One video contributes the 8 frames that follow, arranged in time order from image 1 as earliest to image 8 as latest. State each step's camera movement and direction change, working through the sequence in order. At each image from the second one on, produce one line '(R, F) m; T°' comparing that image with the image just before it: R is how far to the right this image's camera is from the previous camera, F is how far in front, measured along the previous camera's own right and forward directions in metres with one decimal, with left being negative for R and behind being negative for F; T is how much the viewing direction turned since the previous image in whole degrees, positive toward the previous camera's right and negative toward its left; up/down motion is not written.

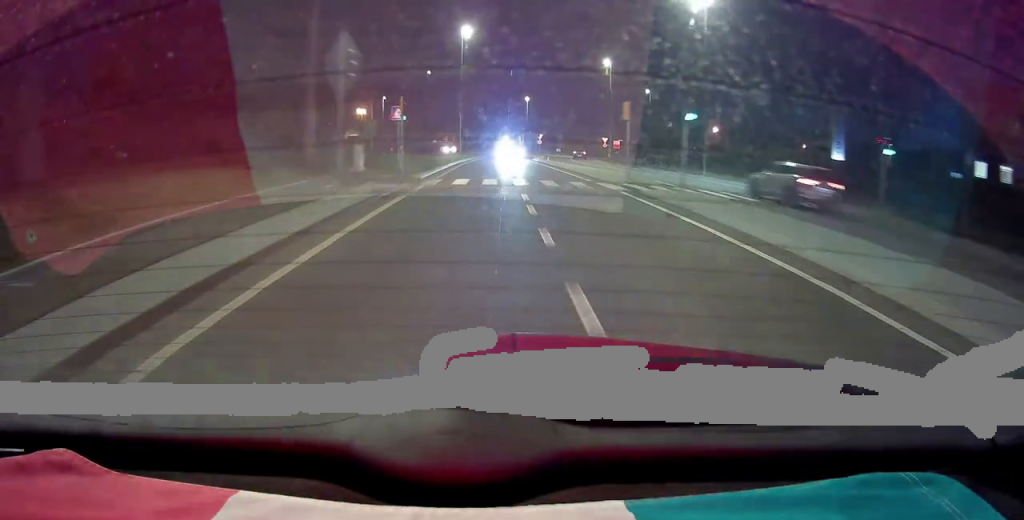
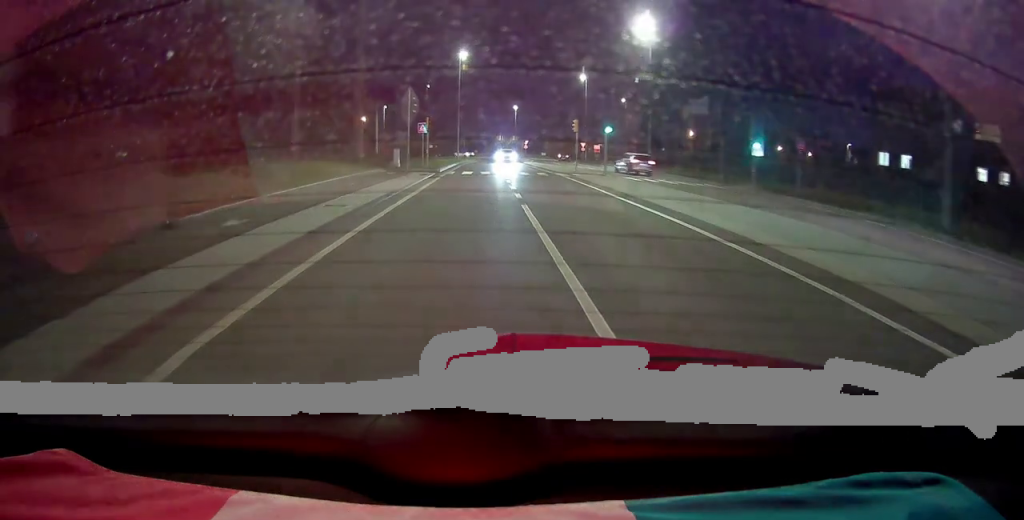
(0.0, +10.5) m; 0°
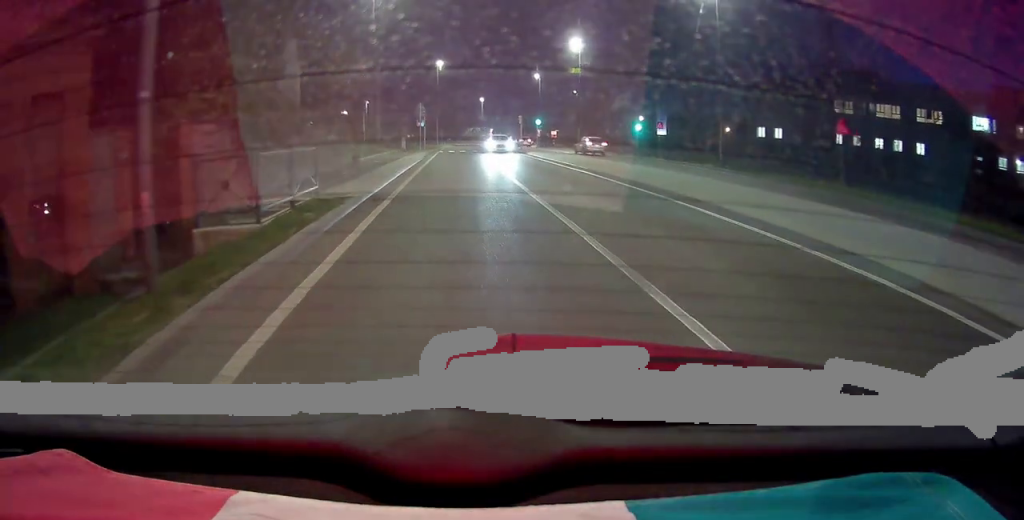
(+0.9, +16.4) m; +12°
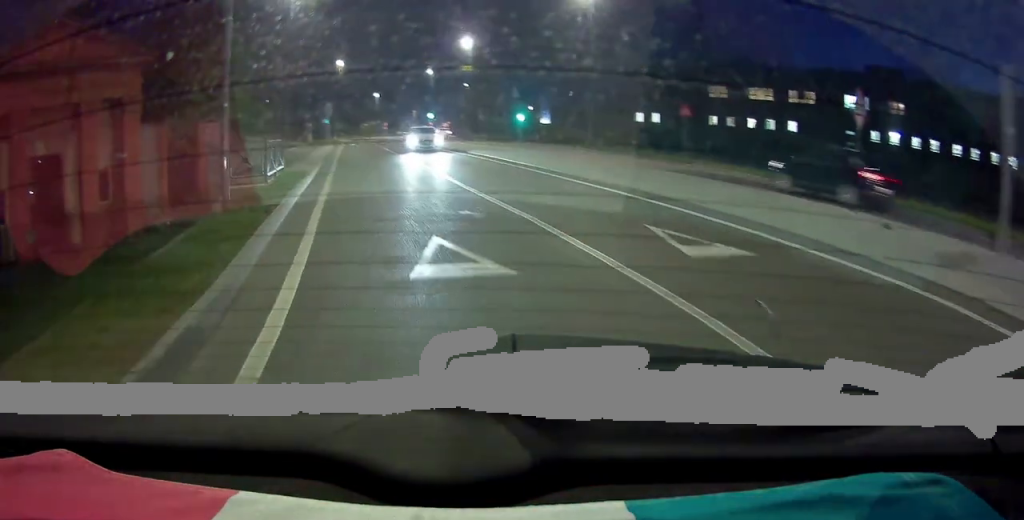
(+0.6, +6.2) m; +8°
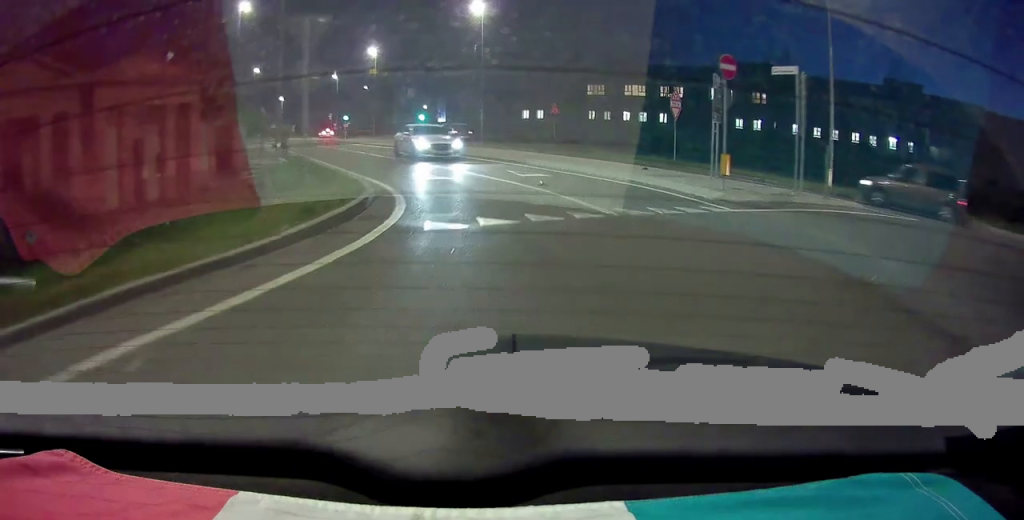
(0.0, +10.2) m; -6°
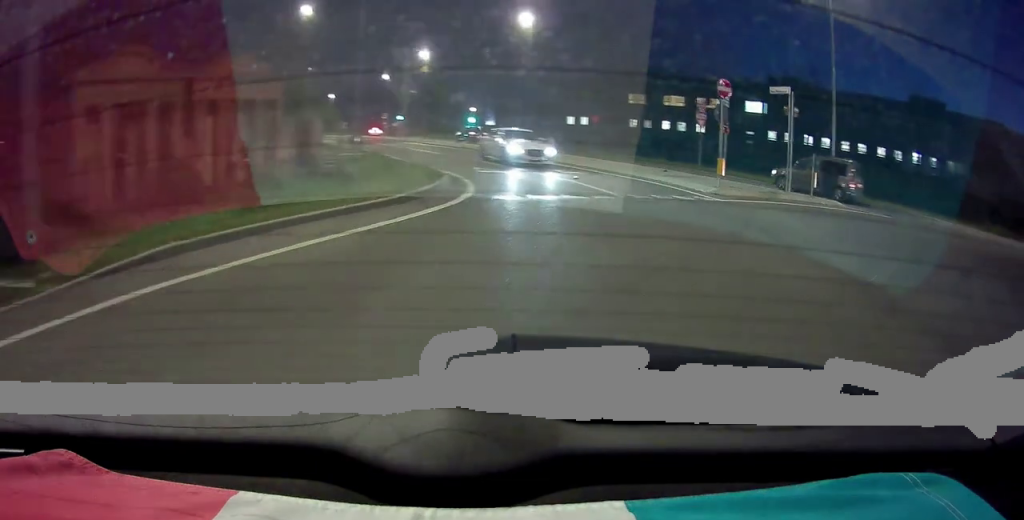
(-0.1, +3.8) m; -6°
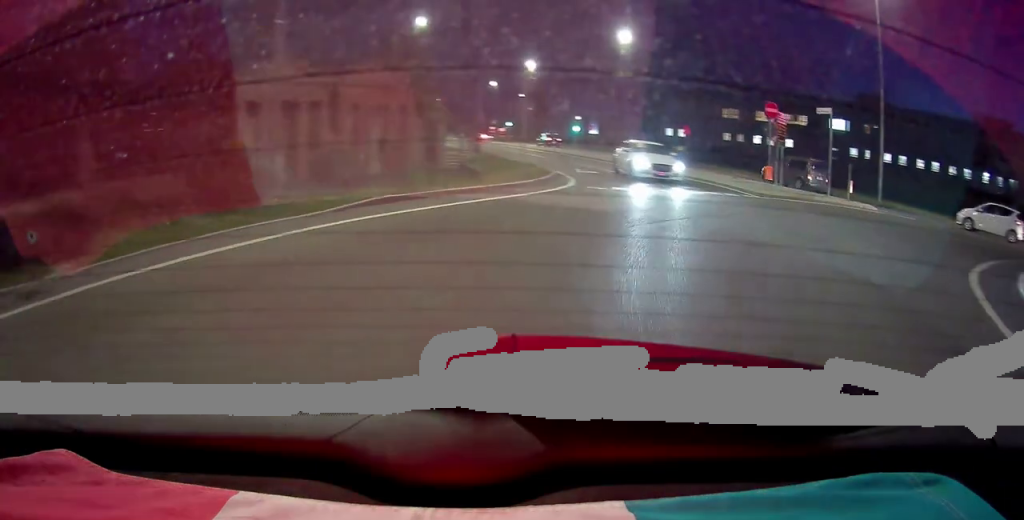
(-0.3, +4.3) m; -10°
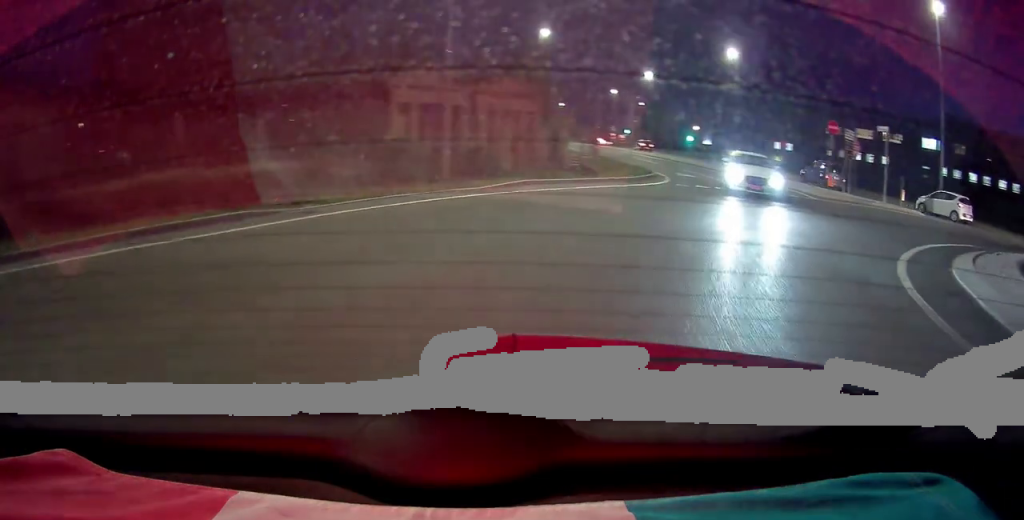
(-0.4, +4.3) m; -13°
